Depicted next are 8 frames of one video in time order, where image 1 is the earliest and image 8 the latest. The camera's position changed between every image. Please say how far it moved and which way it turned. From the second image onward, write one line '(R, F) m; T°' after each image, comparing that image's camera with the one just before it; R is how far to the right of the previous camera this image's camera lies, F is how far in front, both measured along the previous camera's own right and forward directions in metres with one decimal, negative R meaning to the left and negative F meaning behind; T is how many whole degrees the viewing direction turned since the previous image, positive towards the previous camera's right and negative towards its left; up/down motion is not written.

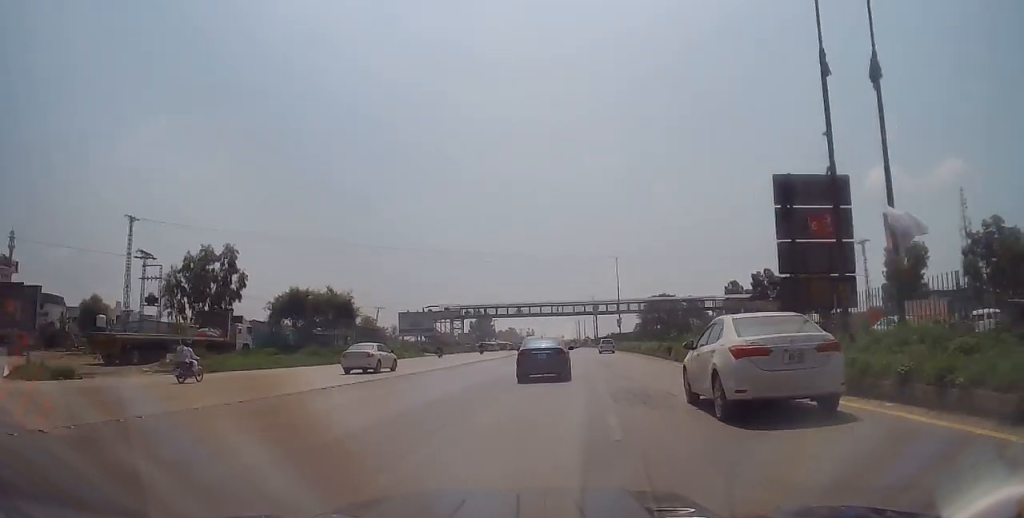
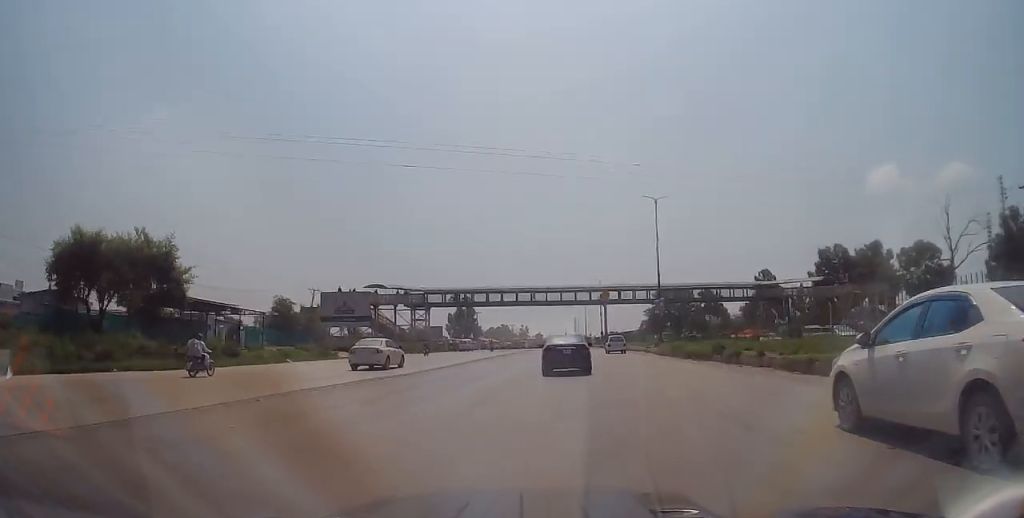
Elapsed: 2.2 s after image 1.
(+0.5, +32.3) m; +2°
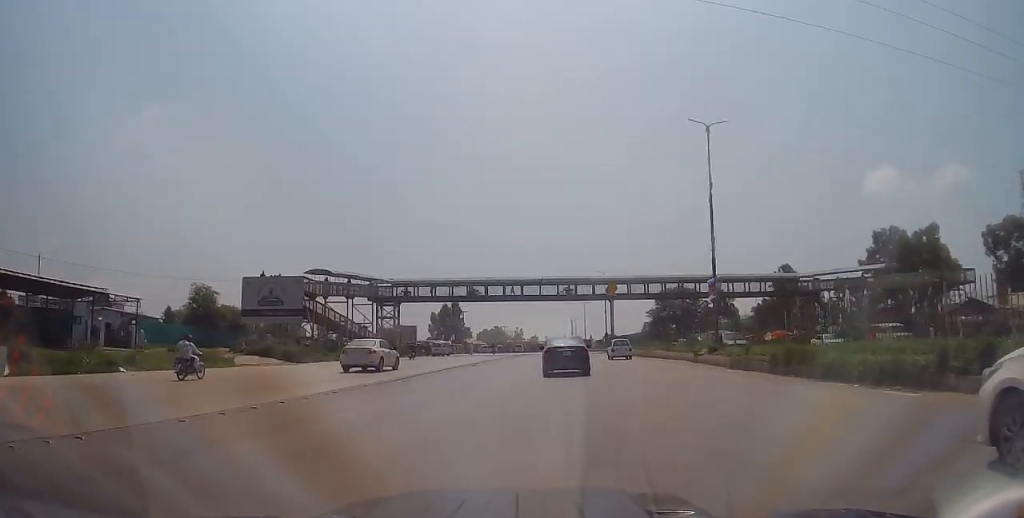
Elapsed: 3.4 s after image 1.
(0.0, +17.2) m; +1°
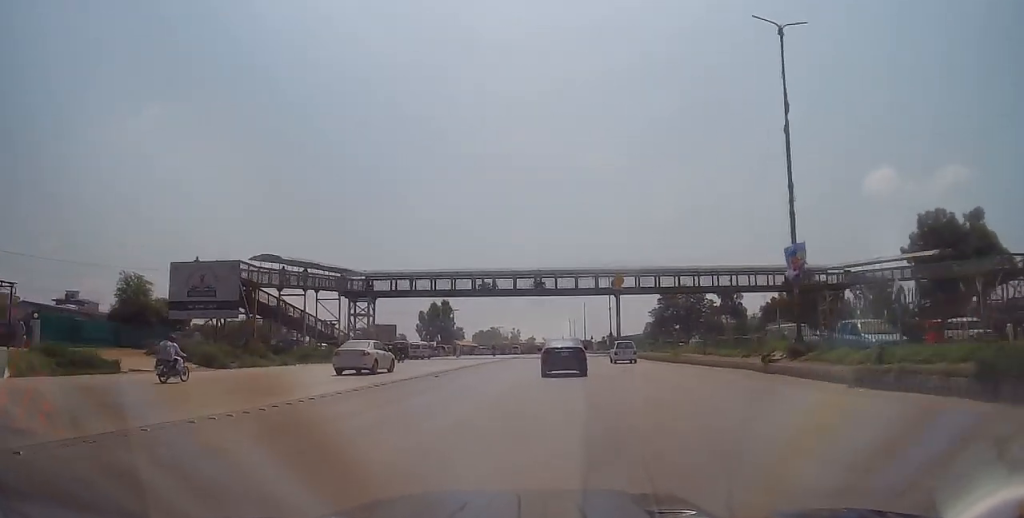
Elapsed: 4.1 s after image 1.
(+0.2, +10.5) m; 0°
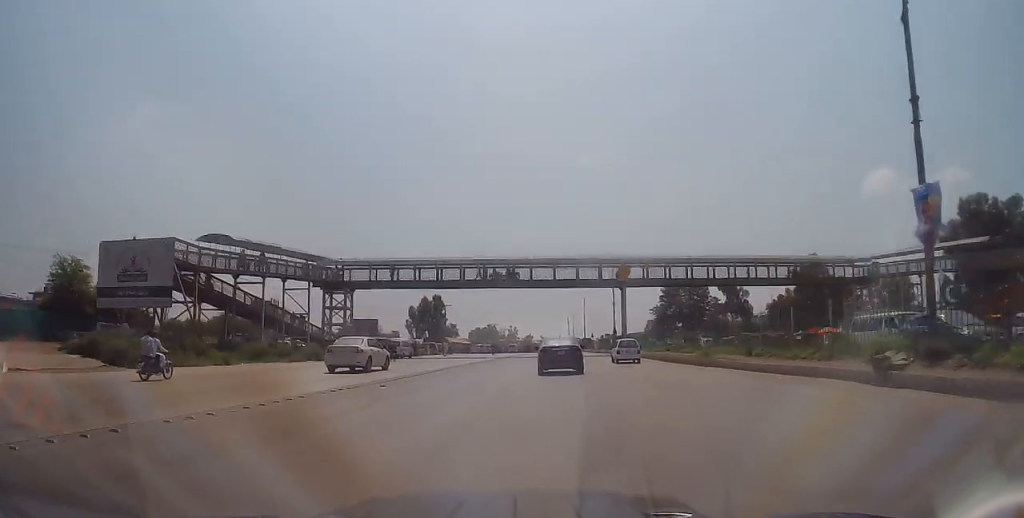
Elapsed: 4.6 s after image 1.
(+0.1, +7.5) m; 0°
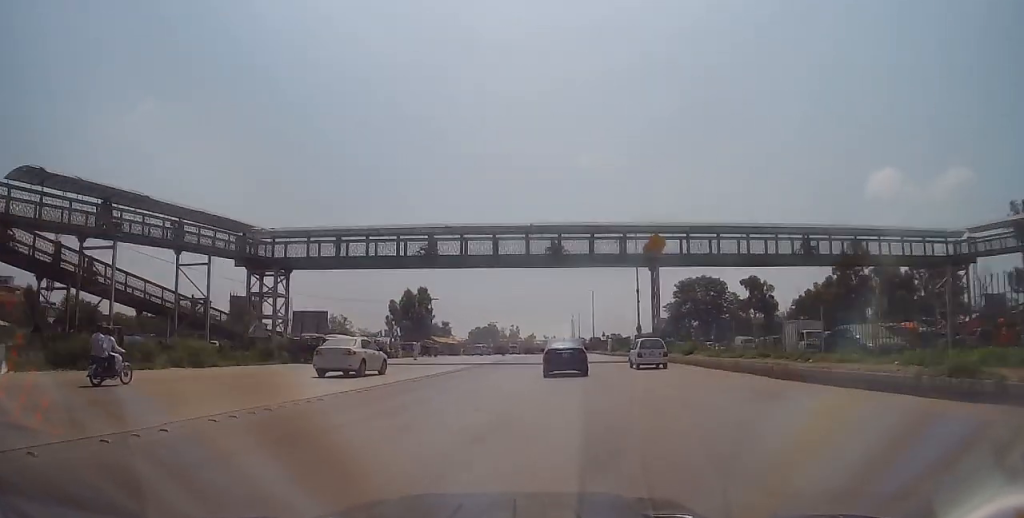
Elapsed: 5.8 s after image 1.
(-0.5, +17.6) m; -2°
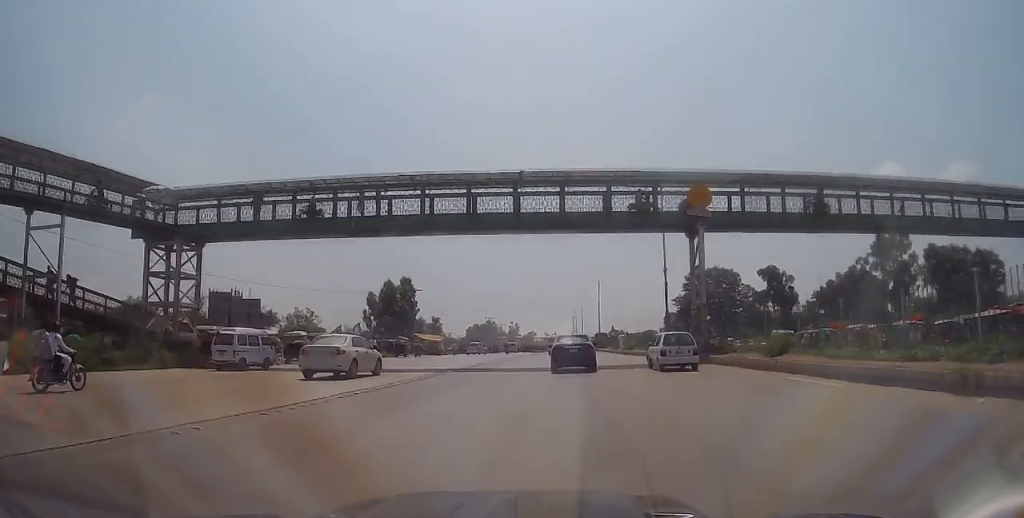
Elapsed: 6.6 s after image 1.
(-0.2, +13.3) m; 0°
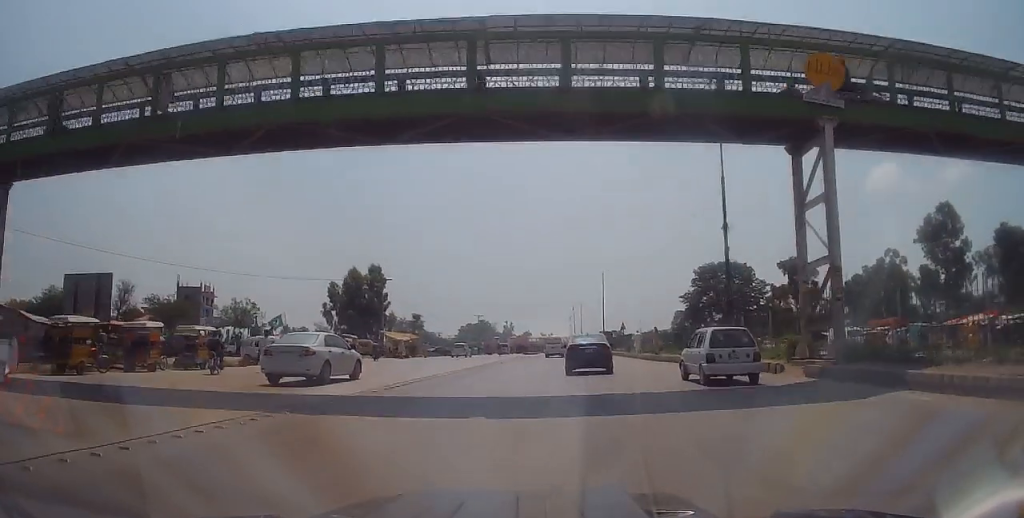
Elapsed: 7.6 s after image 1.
(+0.3, +15.5) m; +2°
